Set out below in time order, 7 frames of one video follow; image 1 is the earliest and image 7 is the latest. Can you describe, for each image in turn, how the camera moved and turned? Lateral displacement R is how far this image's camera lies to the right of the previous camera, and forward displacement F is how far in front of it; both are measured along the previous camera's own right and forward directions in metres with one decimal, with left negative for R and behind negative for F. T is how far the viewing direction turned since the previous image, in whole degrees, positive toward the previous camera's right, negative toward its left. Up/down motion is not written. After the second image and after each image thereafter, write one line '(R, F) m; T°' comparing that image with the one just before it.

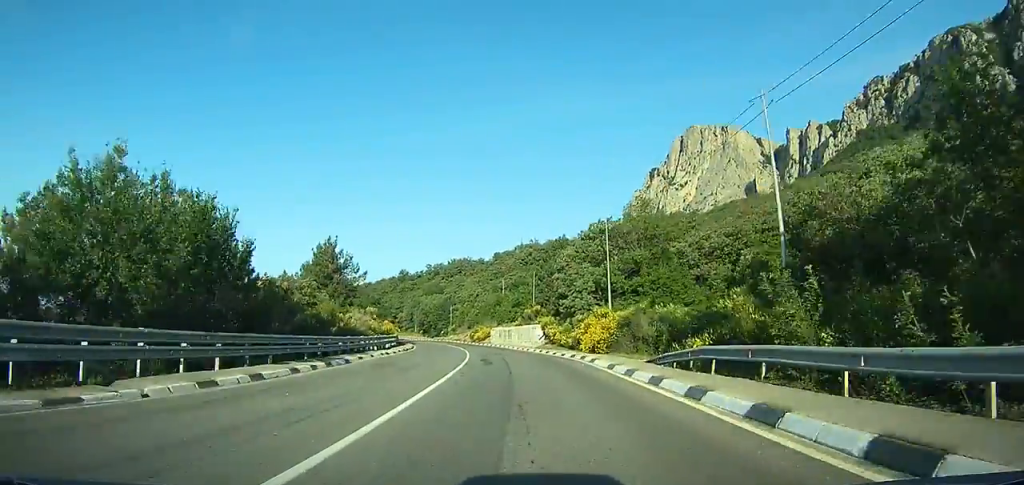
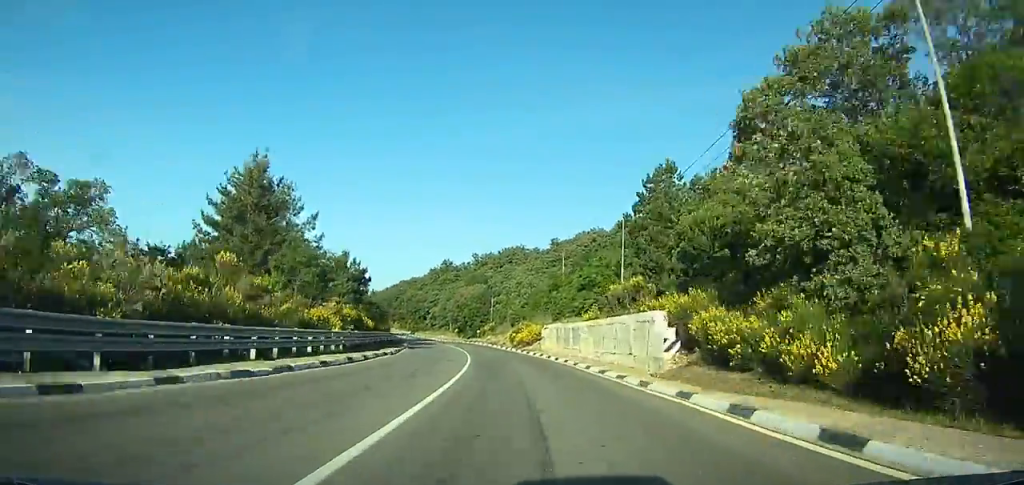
(-1.1, +32.0) m; -6°
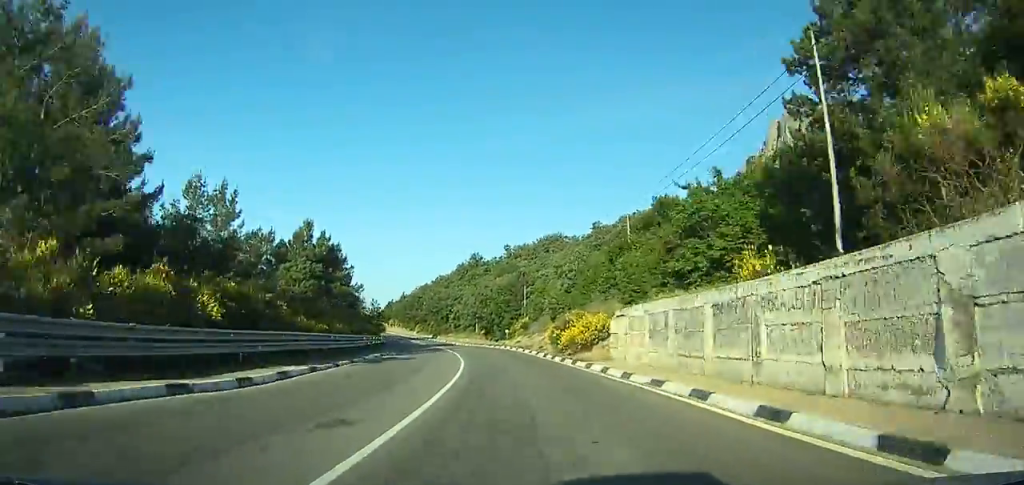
(-1.5, +22.4) m; -5°
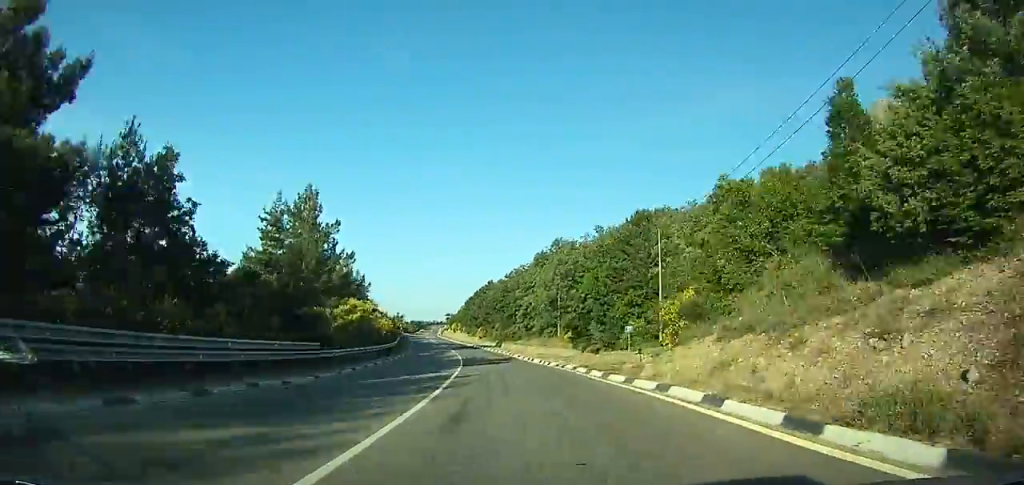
(-2.7, +39.2) m; -8°
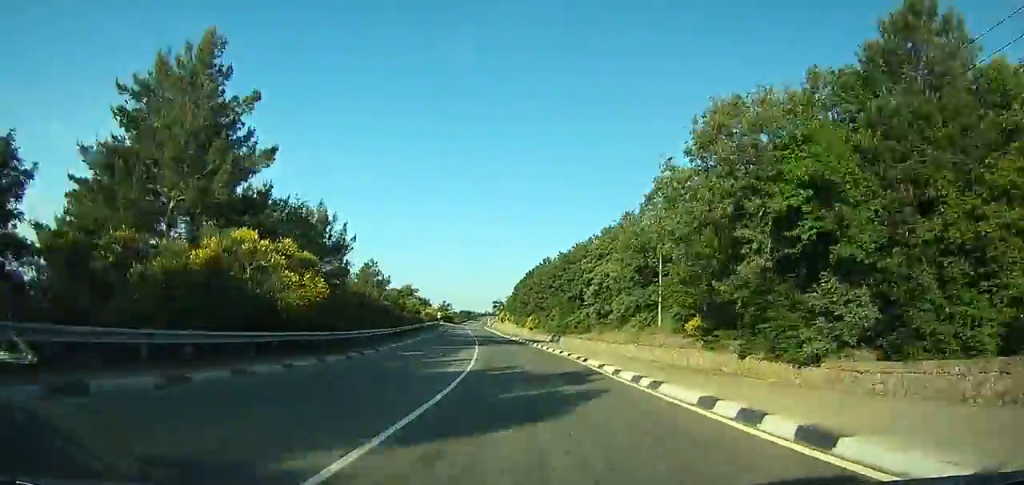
(-1.7, +28.2) m; -4°
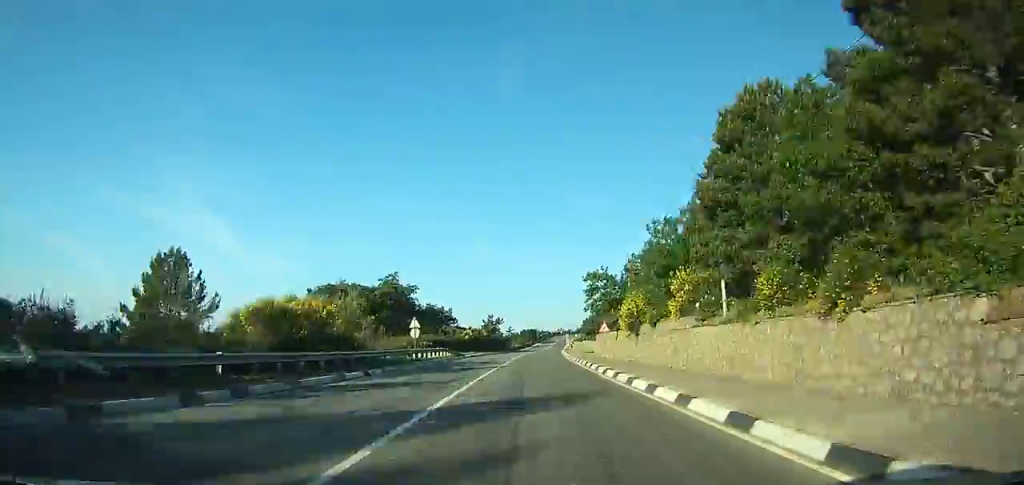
(-8.8, +100.8) m; -6°
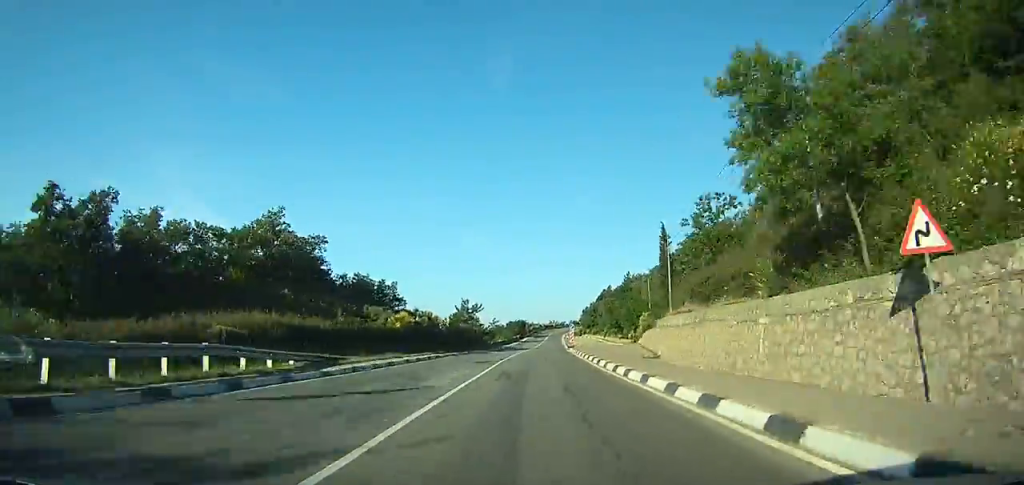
(-0.1, +38.3) m; 0°
